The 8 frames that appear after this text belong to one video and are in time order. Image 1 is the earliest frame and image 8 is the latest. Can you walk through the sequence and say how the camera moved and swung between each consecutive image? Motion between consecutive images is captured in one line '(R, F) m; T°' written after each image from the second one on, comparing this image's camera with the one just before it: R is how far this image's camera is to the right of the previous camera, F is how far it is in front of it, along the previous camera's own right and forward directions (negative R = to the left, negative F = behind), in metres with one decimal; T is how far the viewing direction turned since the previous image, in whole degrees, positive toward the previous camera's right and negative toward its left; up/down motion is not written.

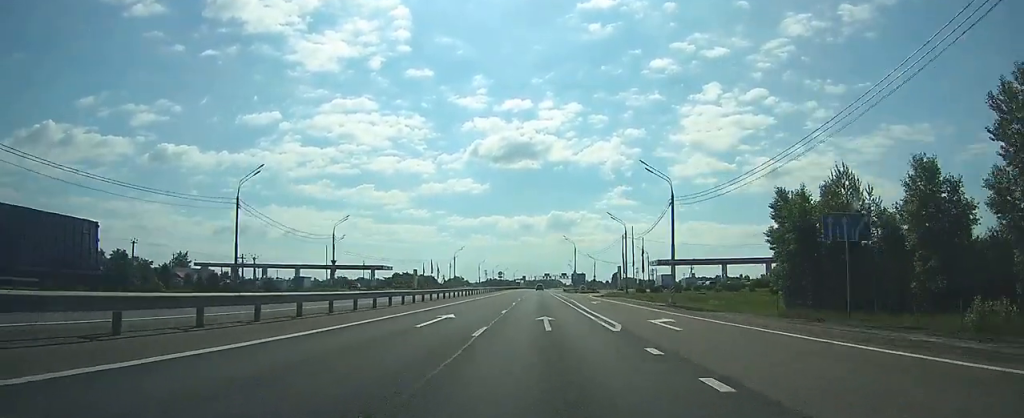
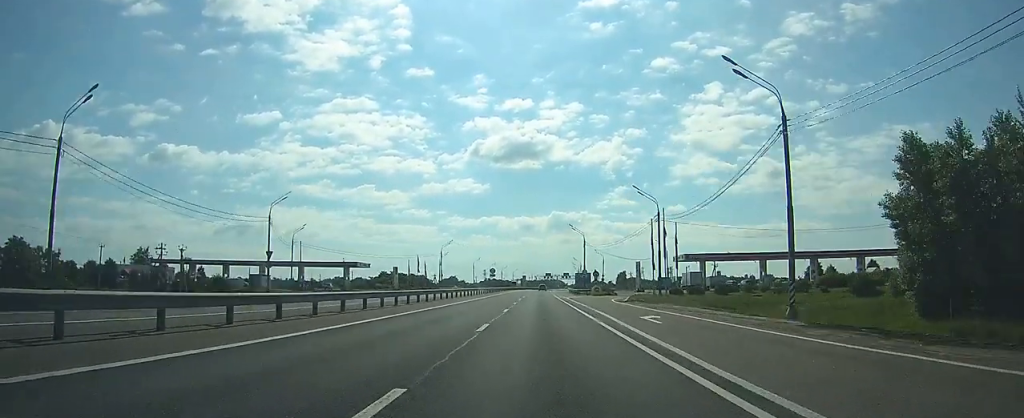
(0.0, +22.4) m; 0°
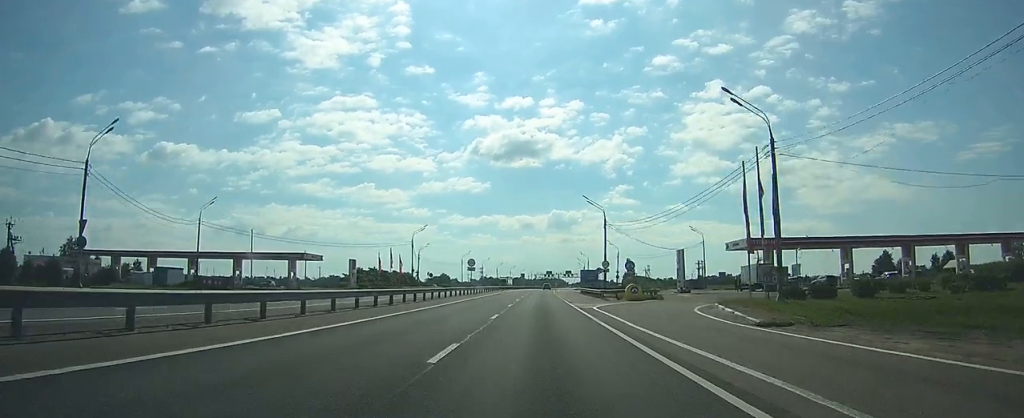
(-0.1, +30.7) m; 0°
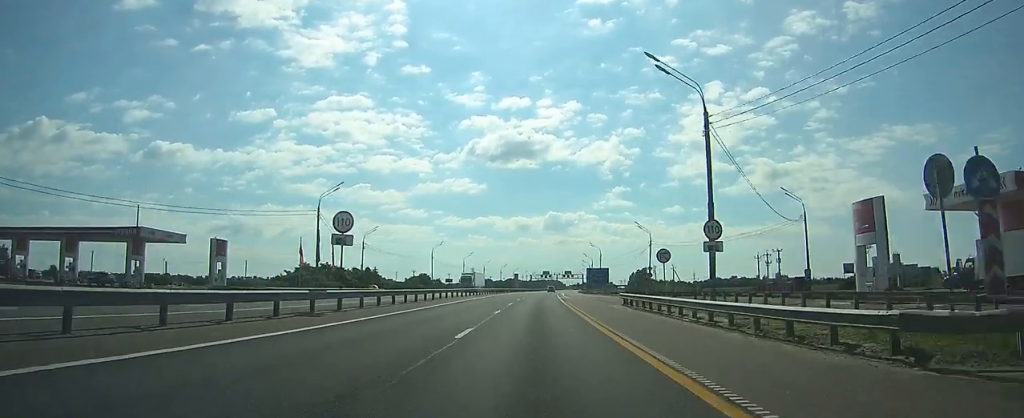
(-0.1, +43.1) m; 0°
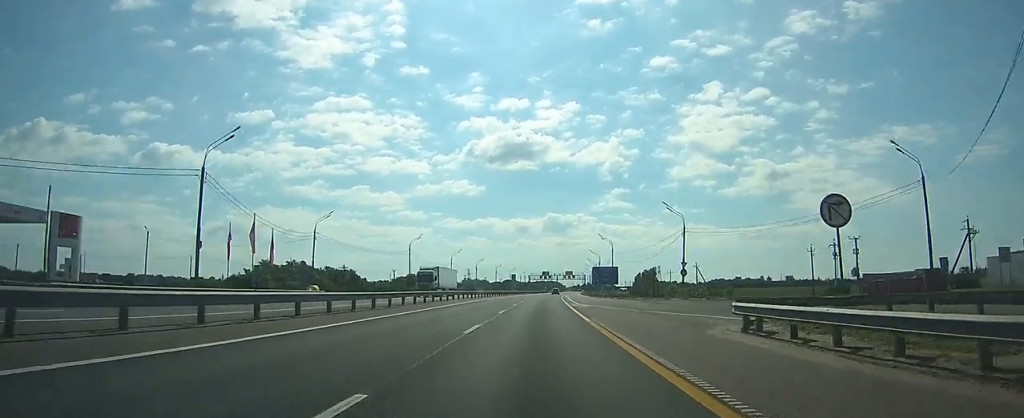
(+0.1, +22.0) m; 0°
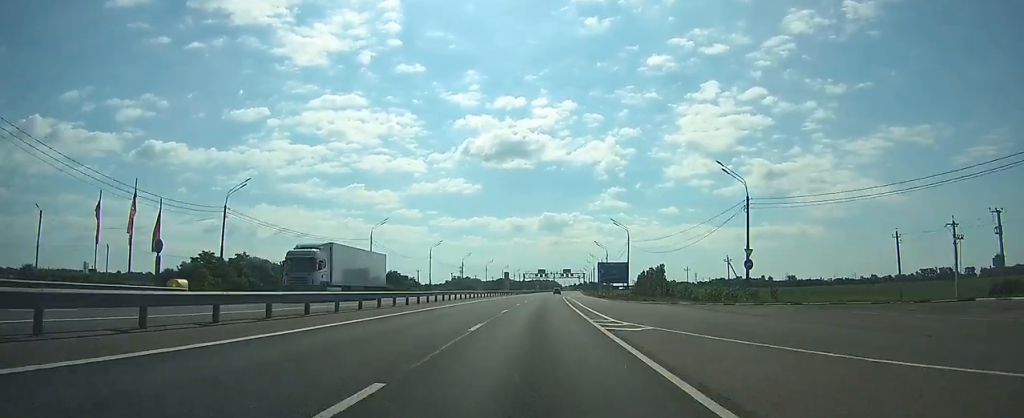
(+0.1, +23.0) m; 0°
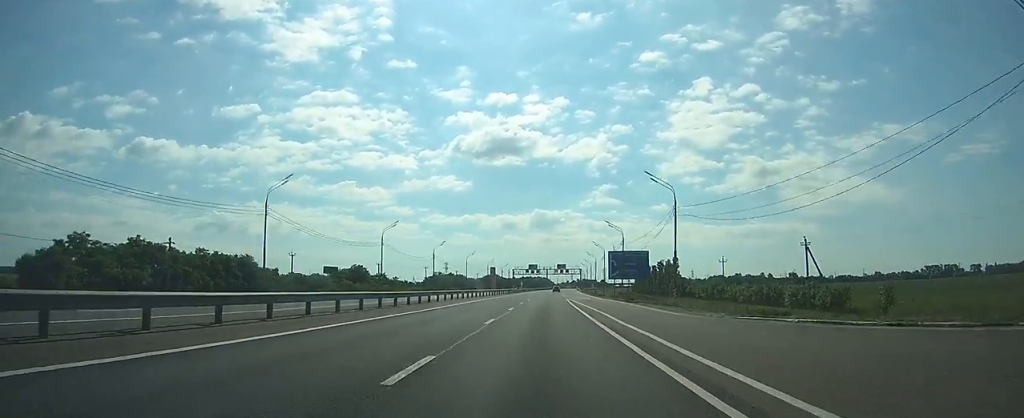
(+0.2, +32.4) m; +1°
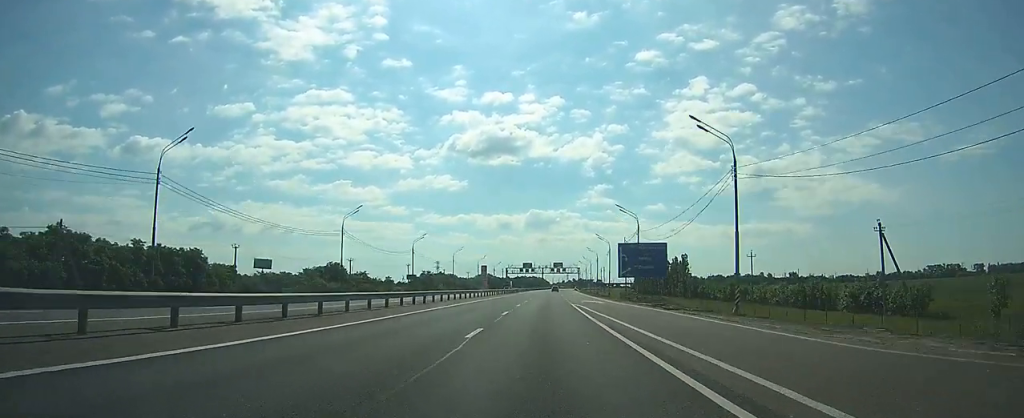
(0.0, +16.7) m; +1°
